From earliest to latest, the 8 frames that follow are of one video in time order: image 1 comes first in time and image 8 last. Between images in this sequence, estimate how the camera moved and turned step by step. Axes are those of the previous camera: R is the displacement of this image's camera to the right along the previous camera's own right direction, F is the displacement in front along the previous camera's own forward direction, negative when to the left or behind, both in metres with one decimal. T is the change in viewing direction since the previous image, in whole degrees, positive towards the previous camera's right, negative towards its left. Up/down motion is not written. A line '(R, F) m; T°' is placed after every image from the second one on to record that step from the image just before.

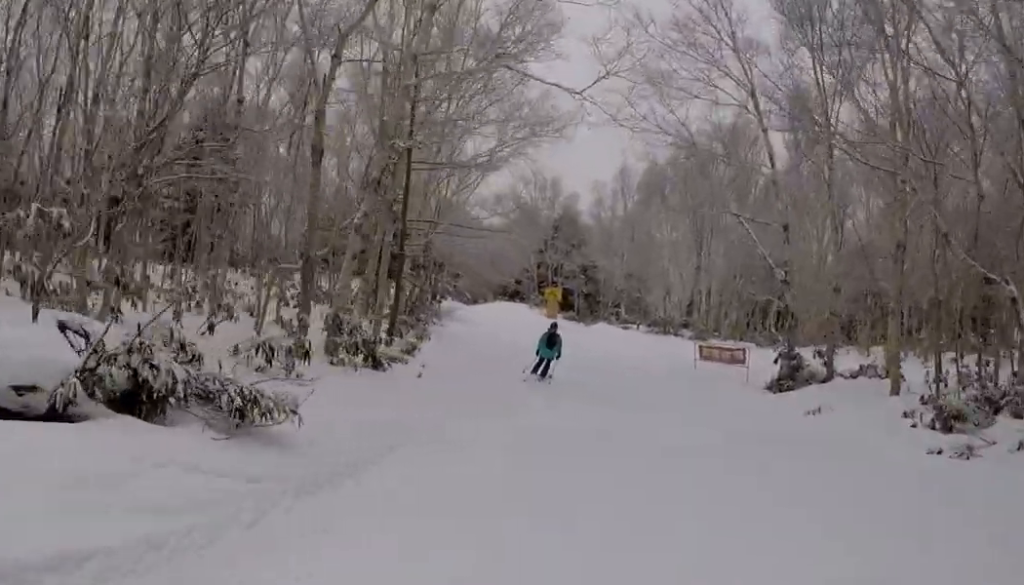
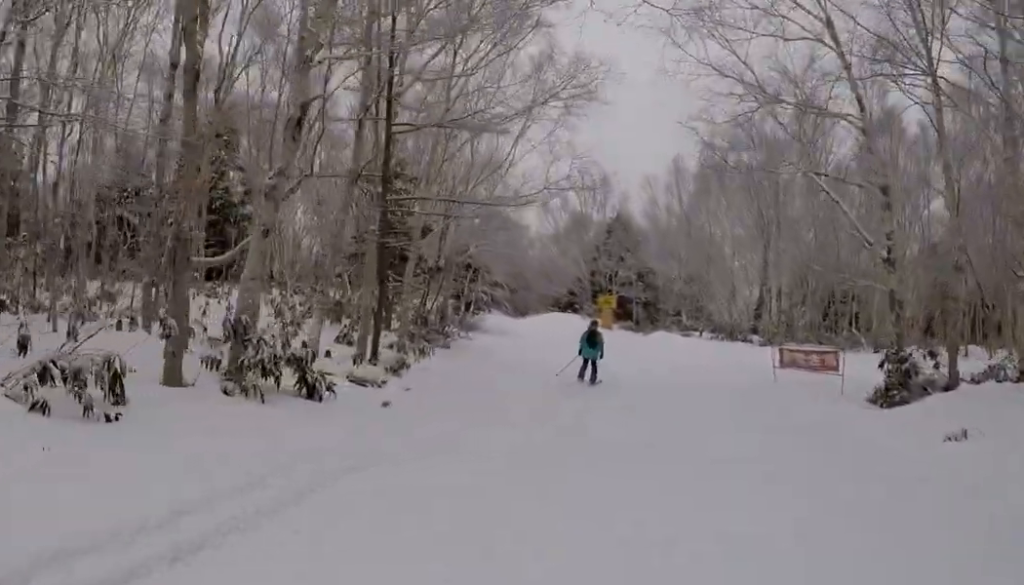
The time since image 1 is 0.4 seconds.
(-1.0, +3.7) m; -3°
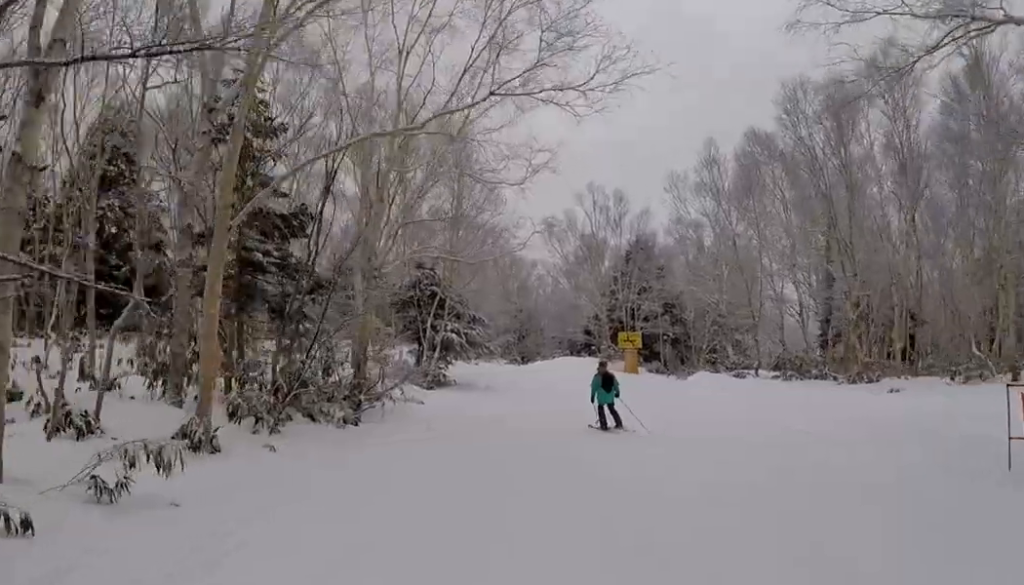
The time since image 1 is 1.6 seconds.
(-0.3, +8.9) m; +3°
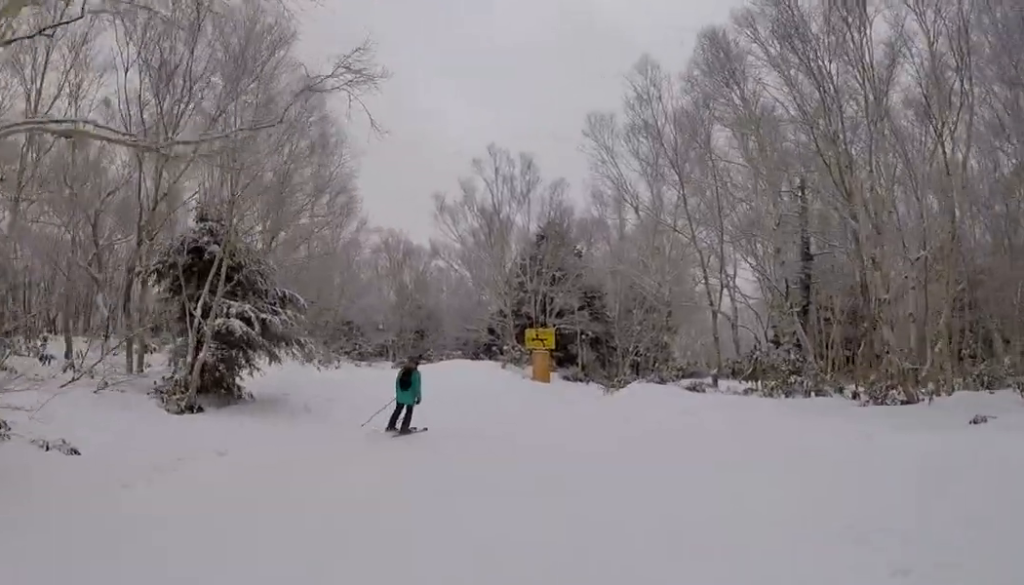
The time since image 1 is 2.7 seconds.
(+0.6, +8.7) m; -3°
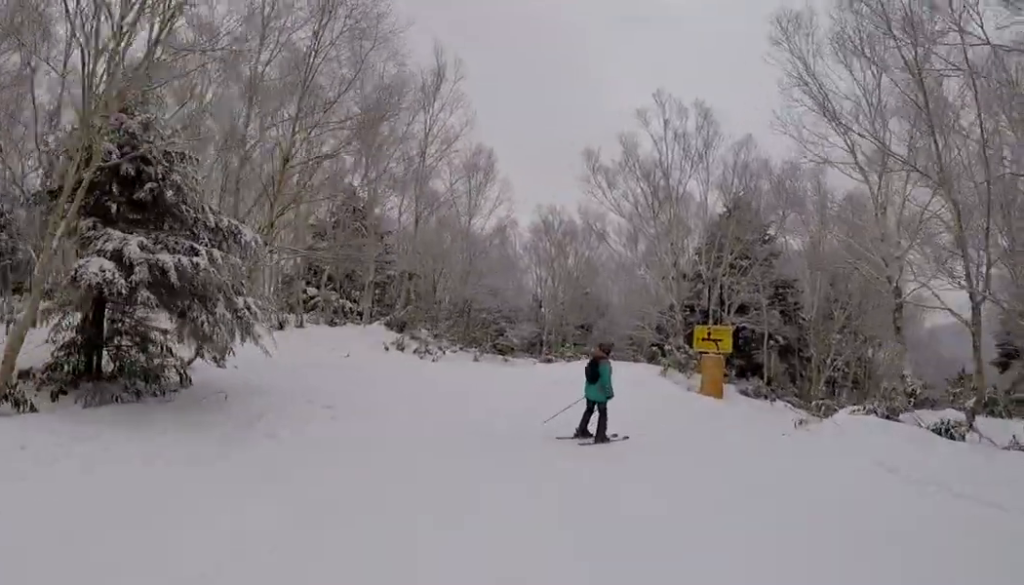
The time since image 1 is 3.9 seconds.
(-1.0, +6.9) m; -11°
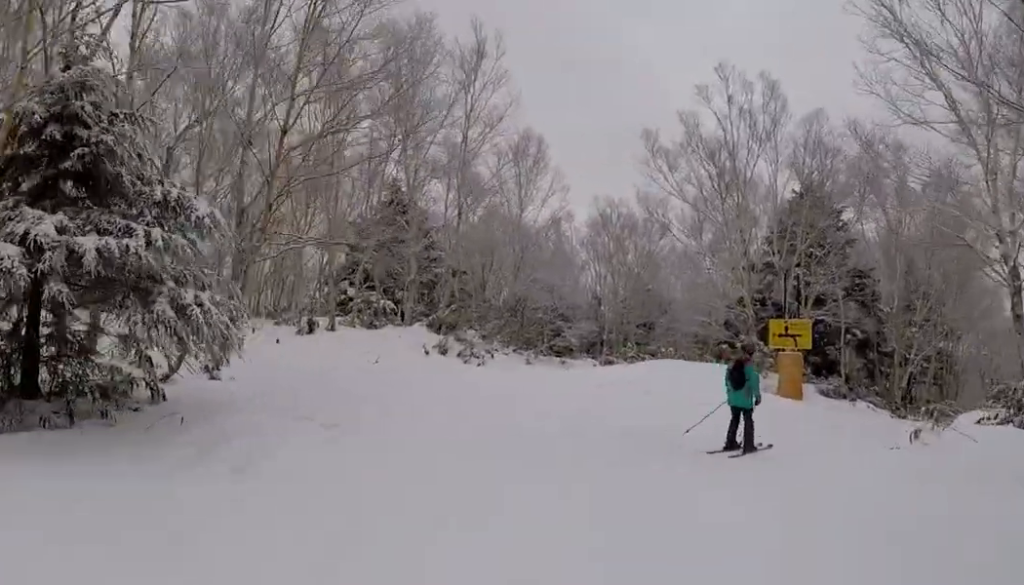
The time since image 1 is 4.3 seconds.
(0.0, +2.2) m; +7°
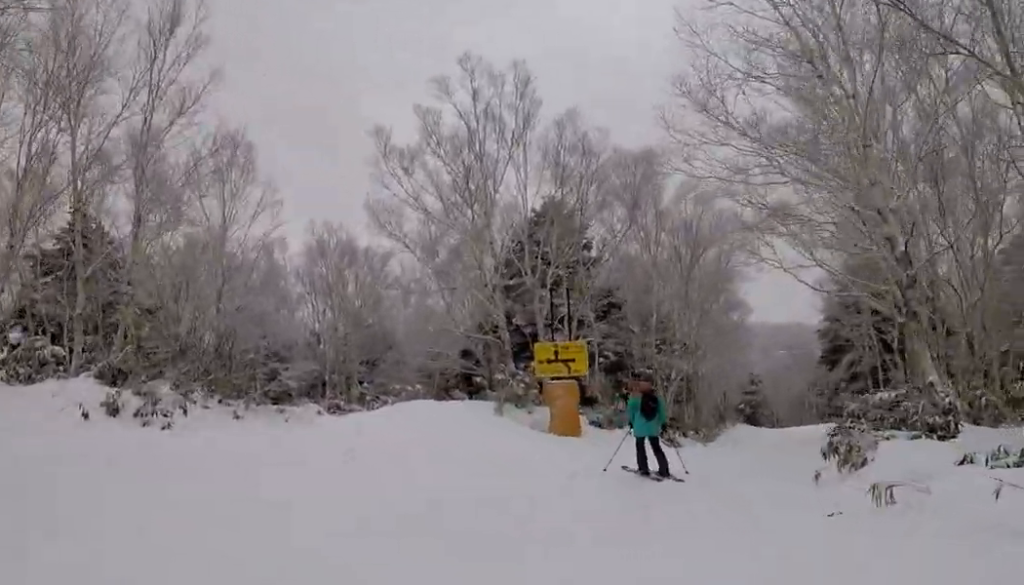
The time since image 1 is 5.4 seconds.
(+0.8, +4.7) m; +21°
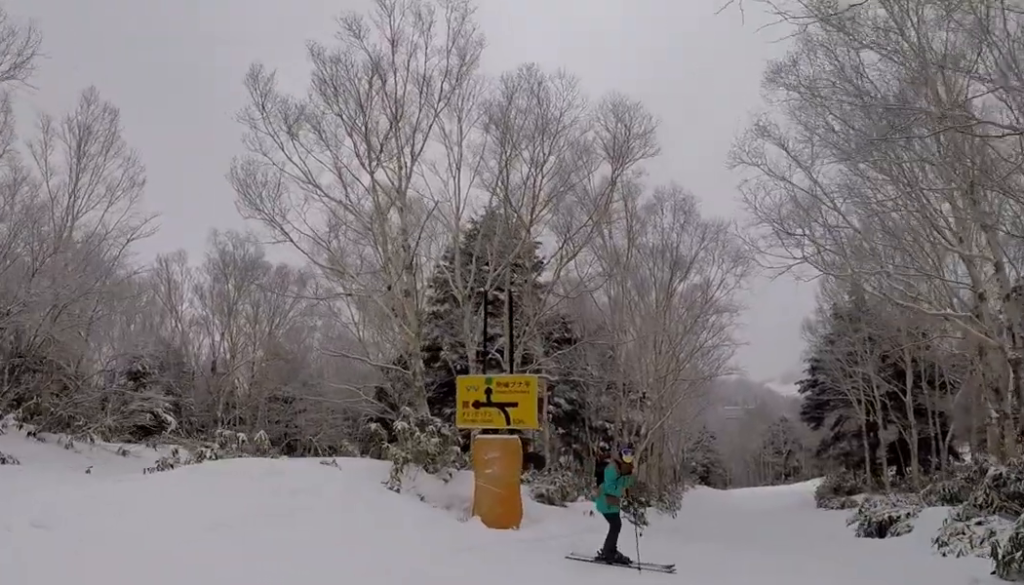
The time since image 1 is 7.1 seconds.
(+0.5, +6.3) m; -9°
